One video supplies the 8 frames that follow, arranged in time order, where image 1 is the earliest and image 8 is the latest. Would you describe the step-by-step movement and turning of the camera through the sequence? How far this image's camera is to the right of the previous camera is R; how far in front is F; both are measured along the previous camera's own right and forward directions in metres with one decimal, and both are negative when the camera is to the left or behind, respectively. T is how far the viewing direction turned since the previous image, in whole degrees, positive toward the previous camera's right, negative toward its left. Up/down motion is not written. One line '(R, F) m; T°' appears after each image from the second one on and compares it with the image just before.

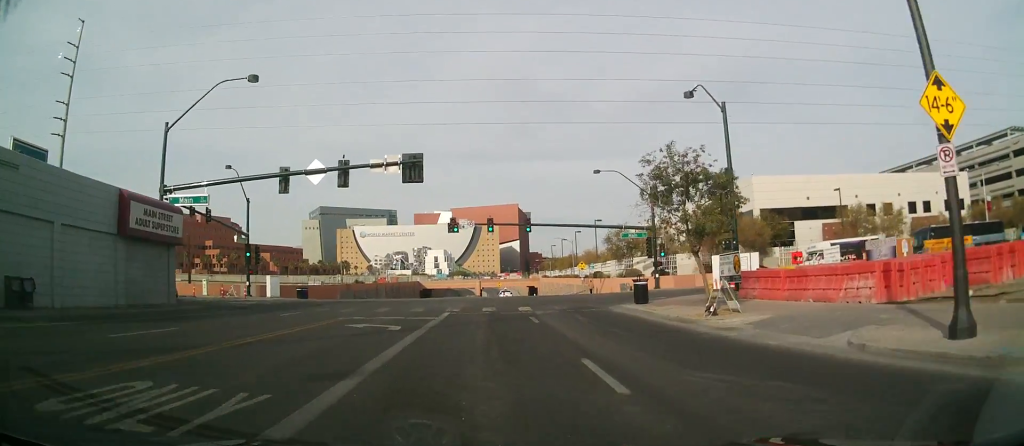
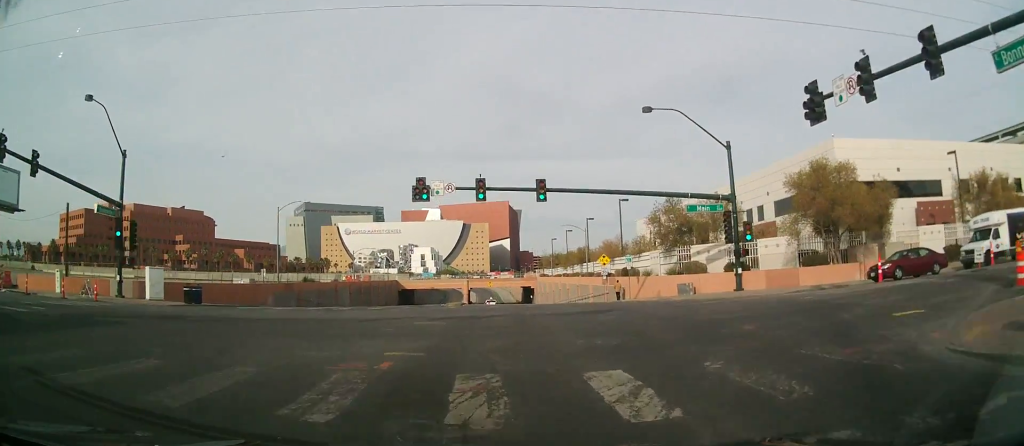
(-0.1, +22.4) m; -1°
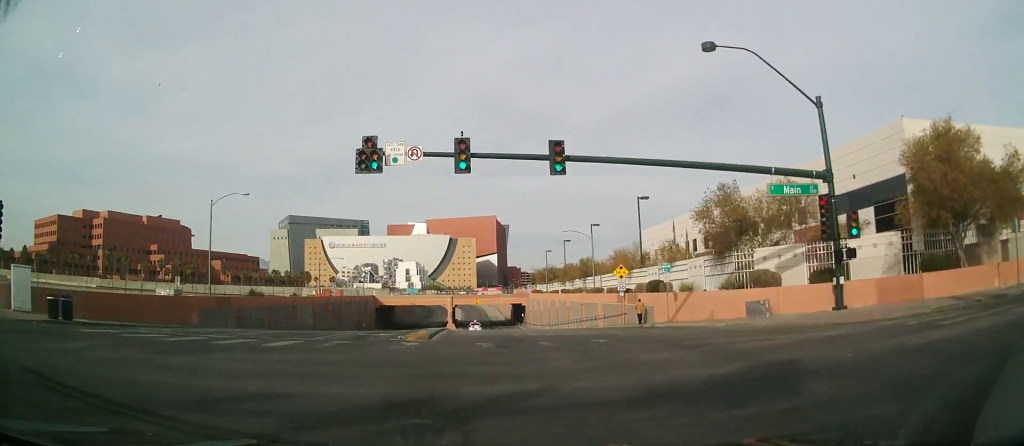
(-0.1, +13.1) m; +1°
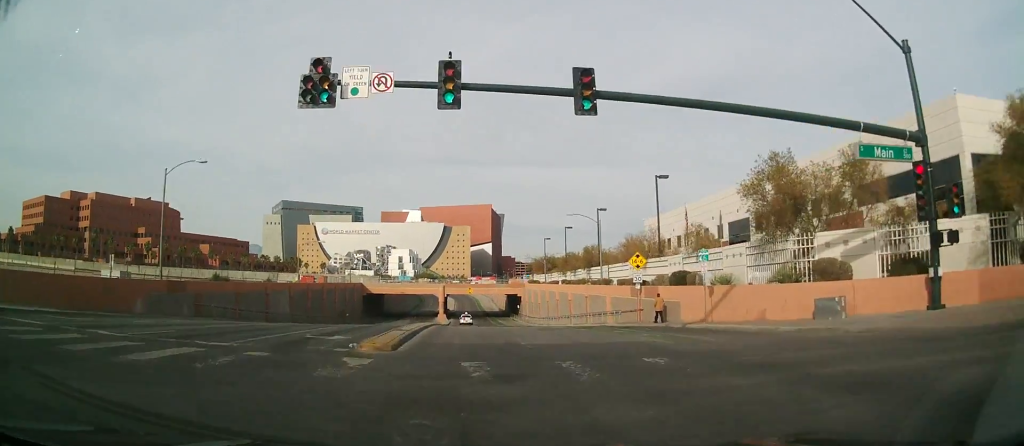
(+0.2, +7.0) m; +1°
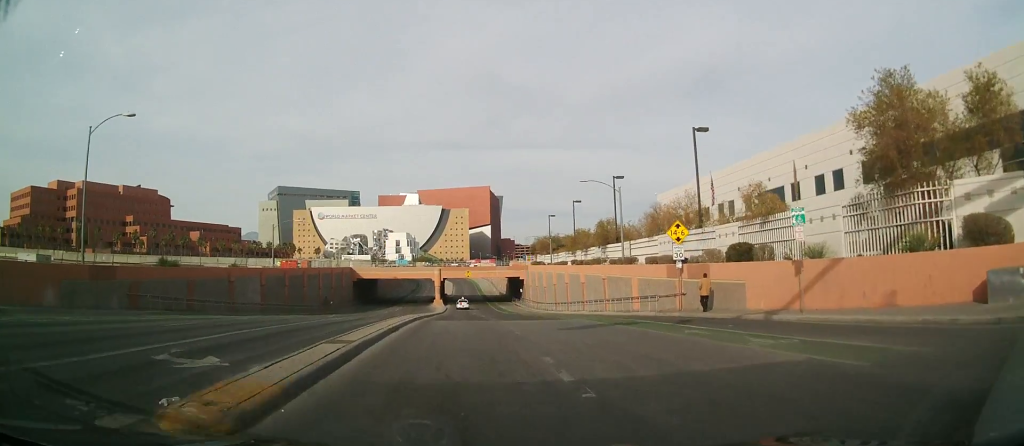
(-0.1, +9.2) m; 0°
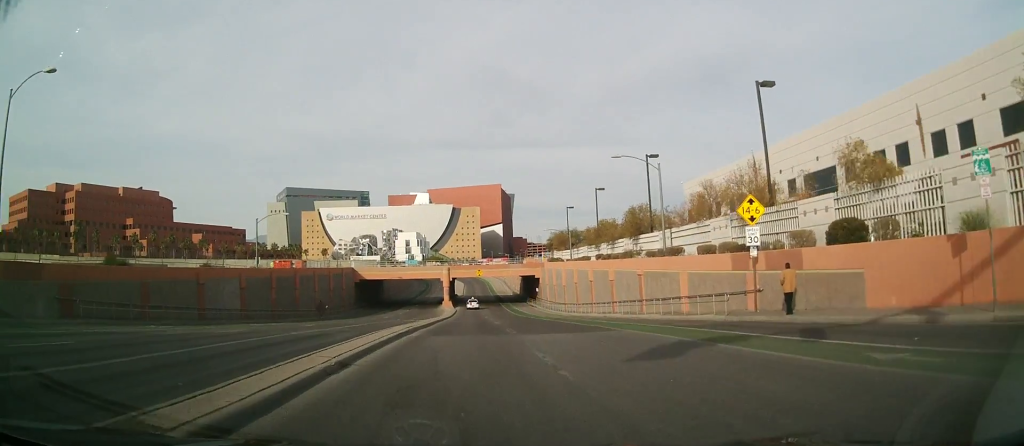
(0.0, +8.3) m; -1°
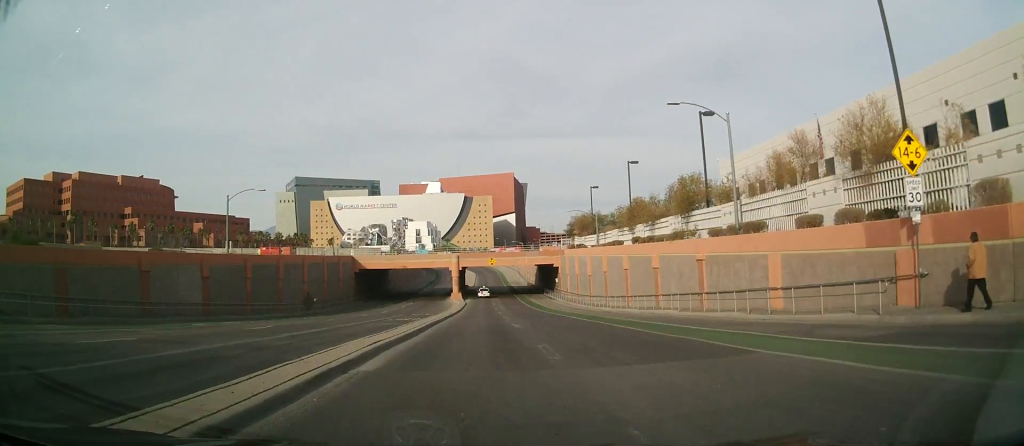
(-0.1, +9.9) m; -1°
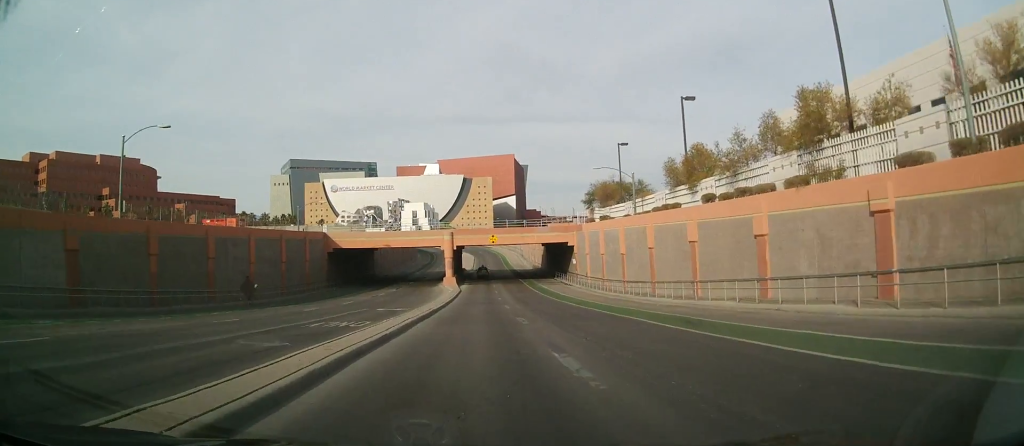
(0.0, +16.4) m; +2°
